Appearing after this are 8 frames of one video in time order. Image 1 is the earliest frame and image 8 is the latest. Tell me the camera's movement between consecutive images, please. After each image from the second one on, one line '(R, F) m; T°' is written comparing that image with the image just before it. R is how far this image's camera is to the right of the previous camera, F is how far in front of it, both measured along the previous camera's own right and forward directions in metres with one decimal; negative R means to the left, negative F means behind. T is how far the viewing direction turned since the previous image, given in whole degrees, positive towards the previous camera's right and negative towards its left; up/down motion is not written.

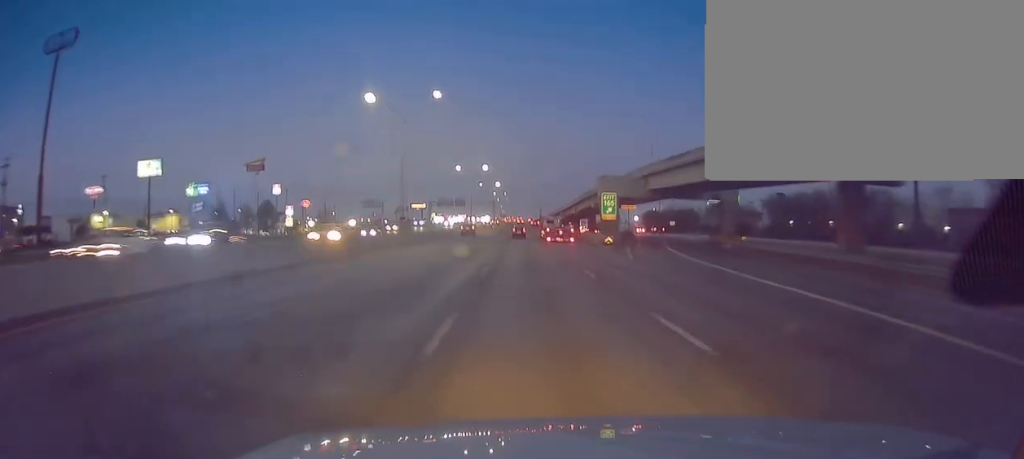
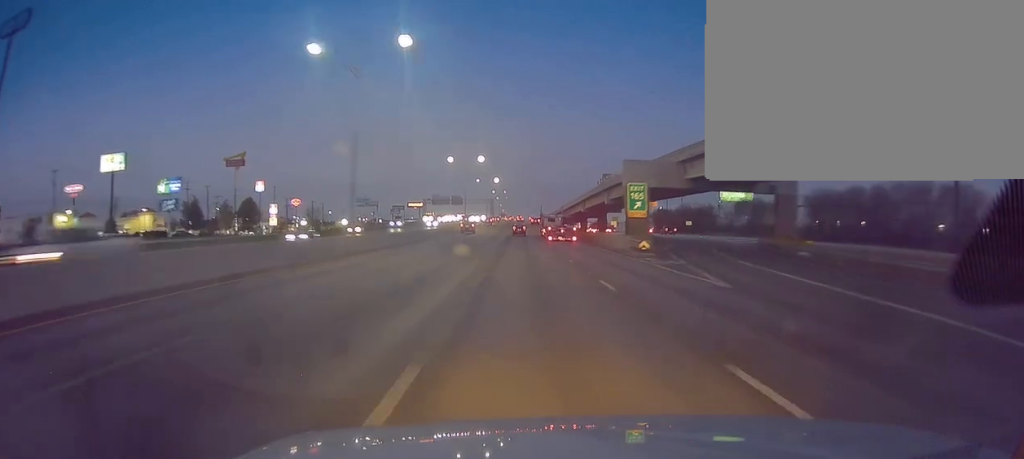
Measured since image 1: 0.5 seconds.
(0.0, +16.8) m; 0°
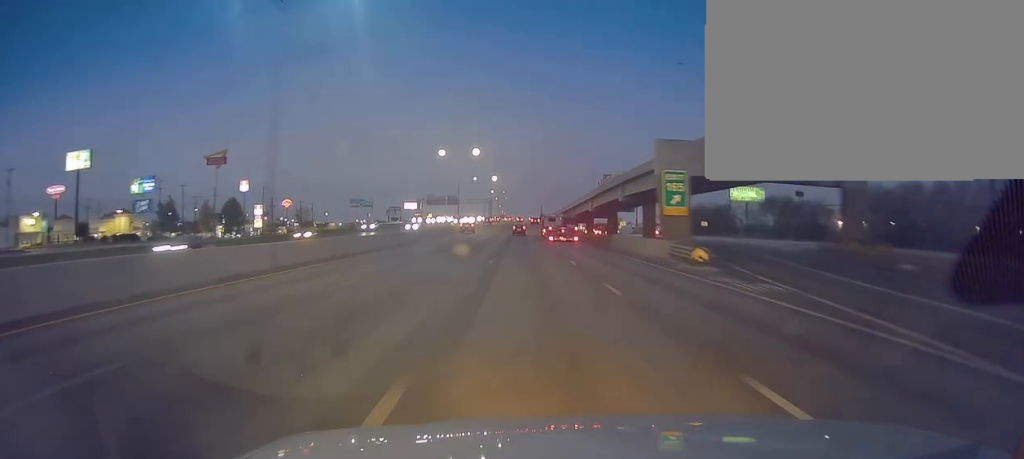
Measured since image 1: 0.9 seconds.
(0.0, +13.2) m; 0°
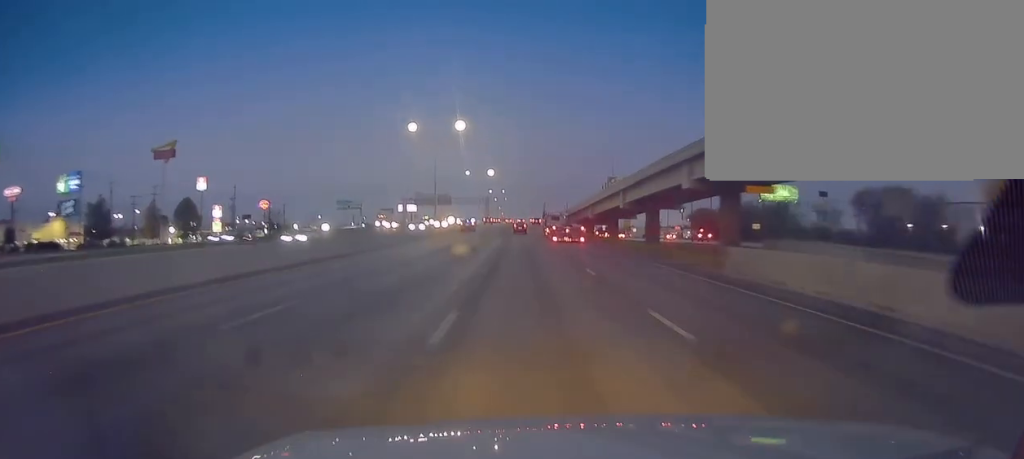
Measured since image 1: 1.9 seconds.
(-0.1, +31.6) m; -1°
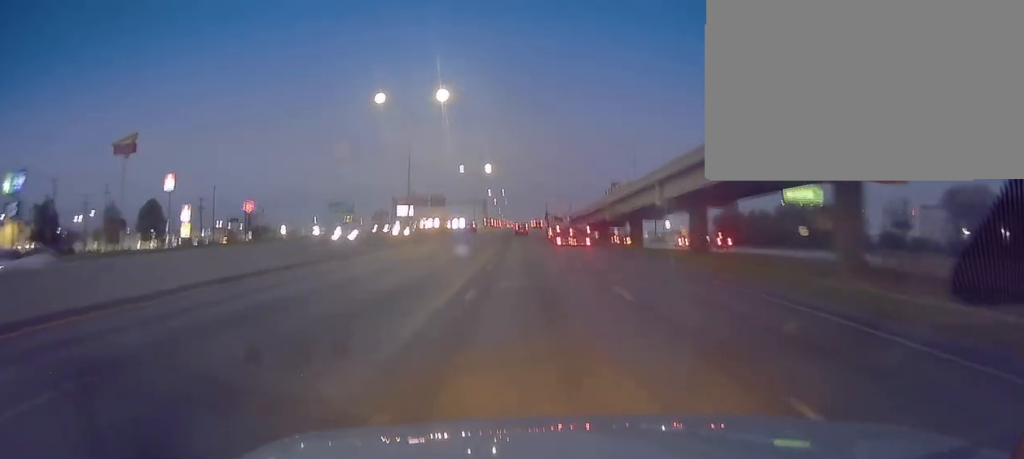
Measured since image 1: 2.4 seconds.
(-0.3, +18.6) m; 0°
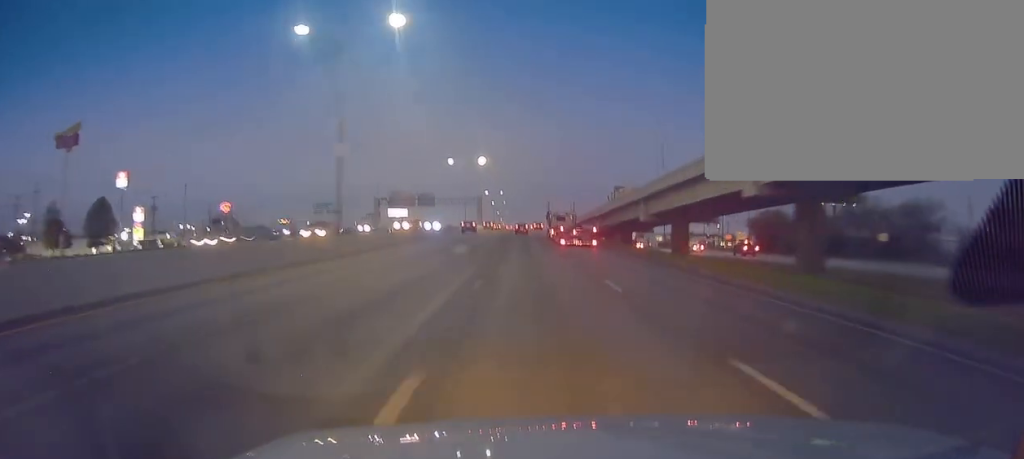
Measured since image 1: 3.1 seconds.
(0.0, +22.1) m; +1°
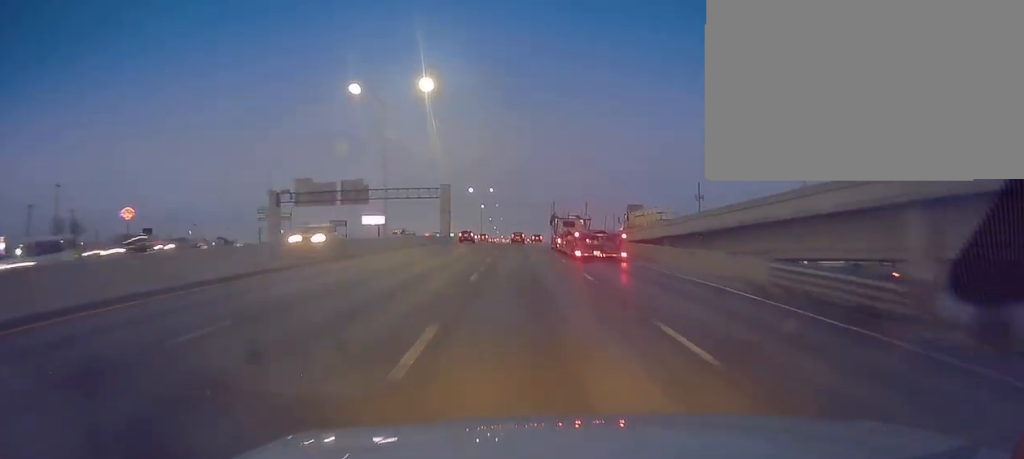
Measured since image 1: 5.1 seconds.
(+1.0, +68.9) m; +1°
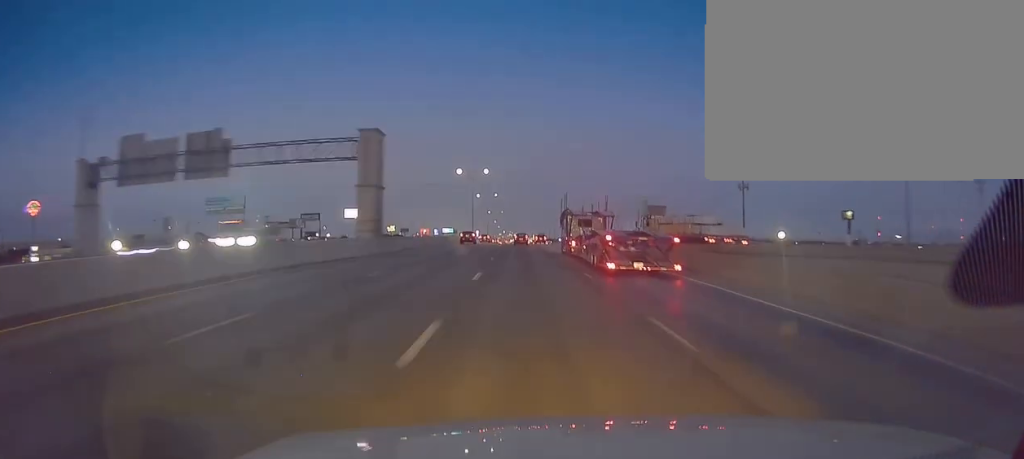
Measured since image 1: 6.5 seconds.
(0.0, +48.1) m; +1°
